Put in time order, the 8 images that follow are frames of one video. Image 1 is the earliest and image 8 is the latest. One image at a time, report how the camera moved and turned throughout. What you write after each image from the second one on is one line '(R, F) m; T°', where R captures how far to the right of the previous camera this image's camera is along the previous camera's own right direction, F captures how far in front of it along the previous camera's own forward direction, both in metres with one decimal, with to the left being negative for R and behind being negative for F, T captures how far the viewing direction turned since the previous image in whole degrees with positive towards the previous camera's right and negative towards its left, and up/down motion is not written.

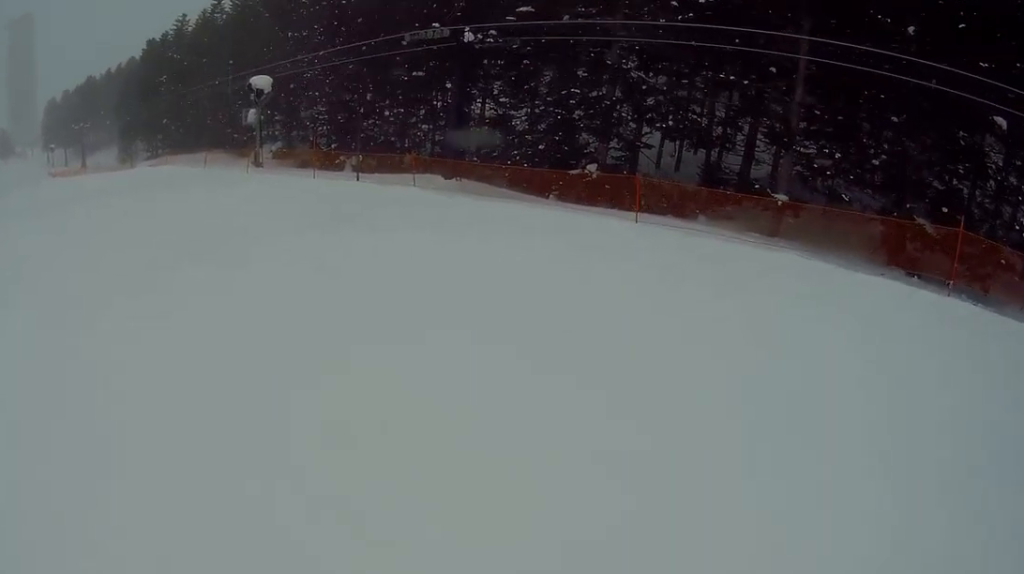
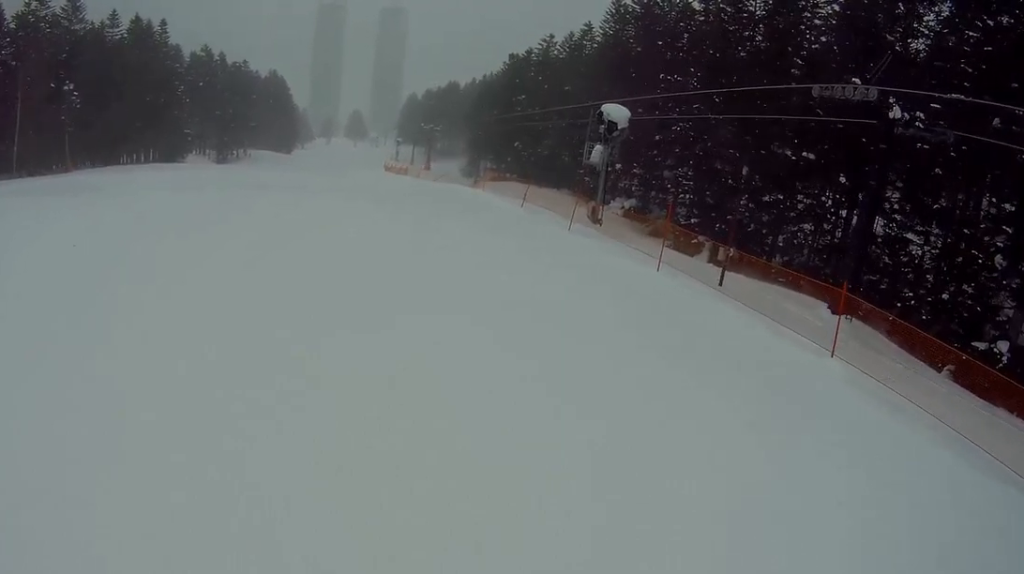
(-1.3, +9.3) m; -11°
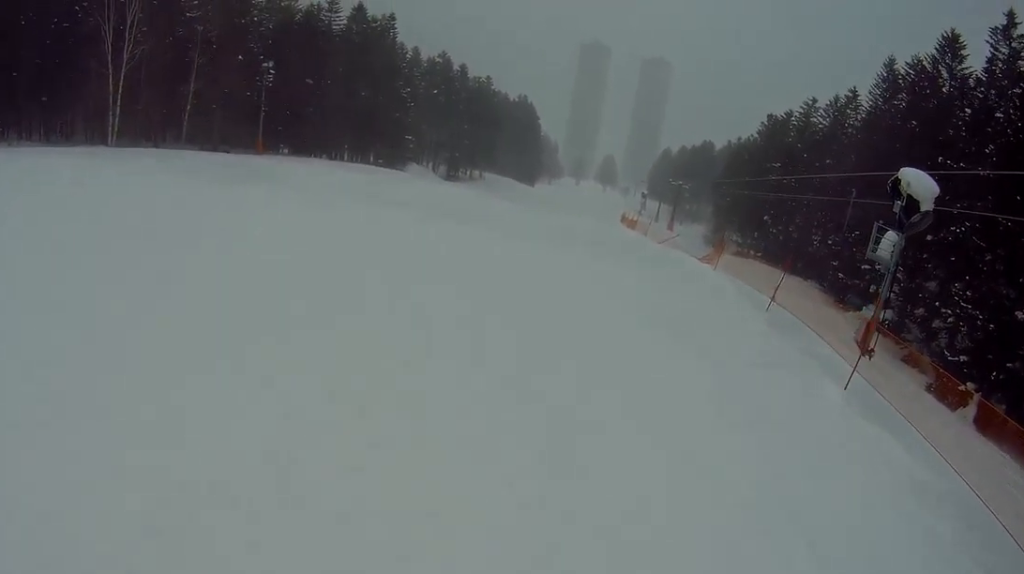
(-0.9, +9.7) m; -26°
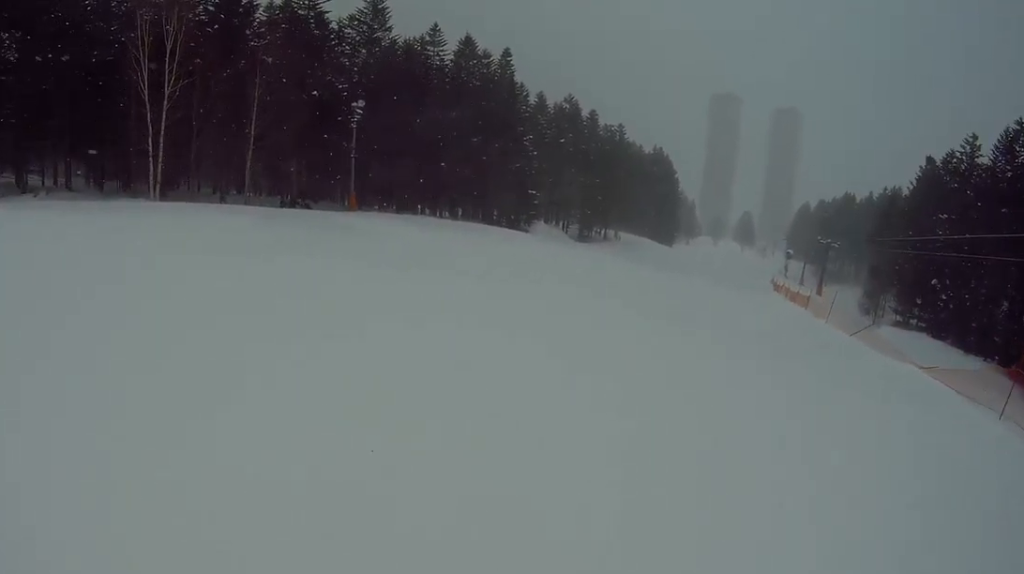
(-4.8, +10.6) m; -26°
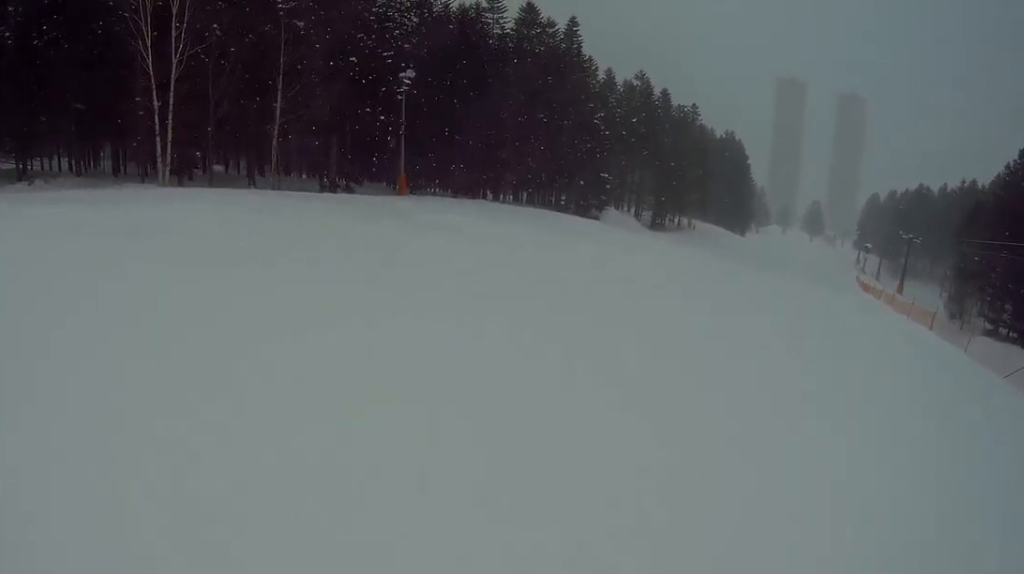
(+0.4, +7.9) m; -1°
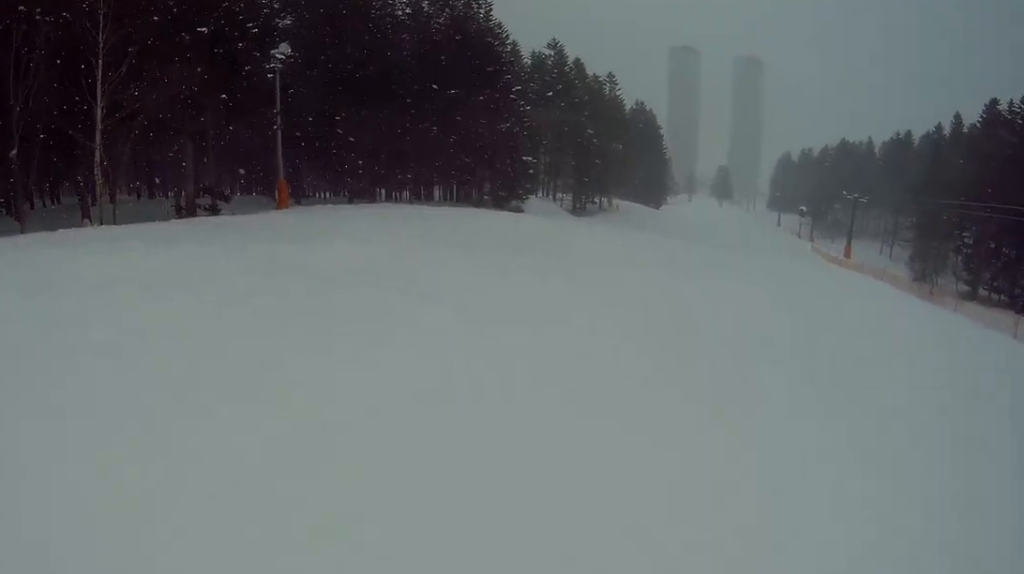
(-1.0, +13.5) m; 0°
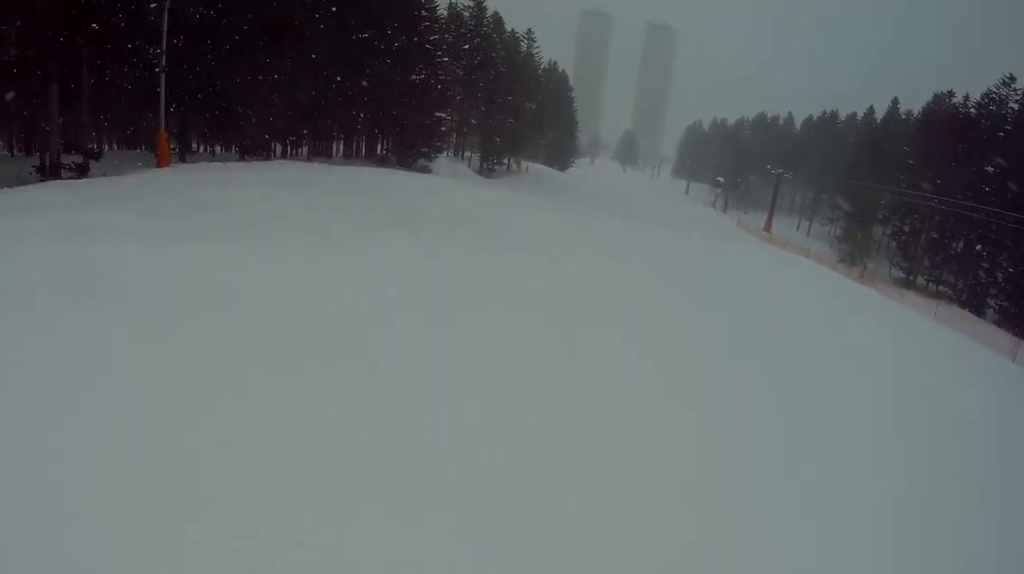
(+1.0, +6.0) m; +14°
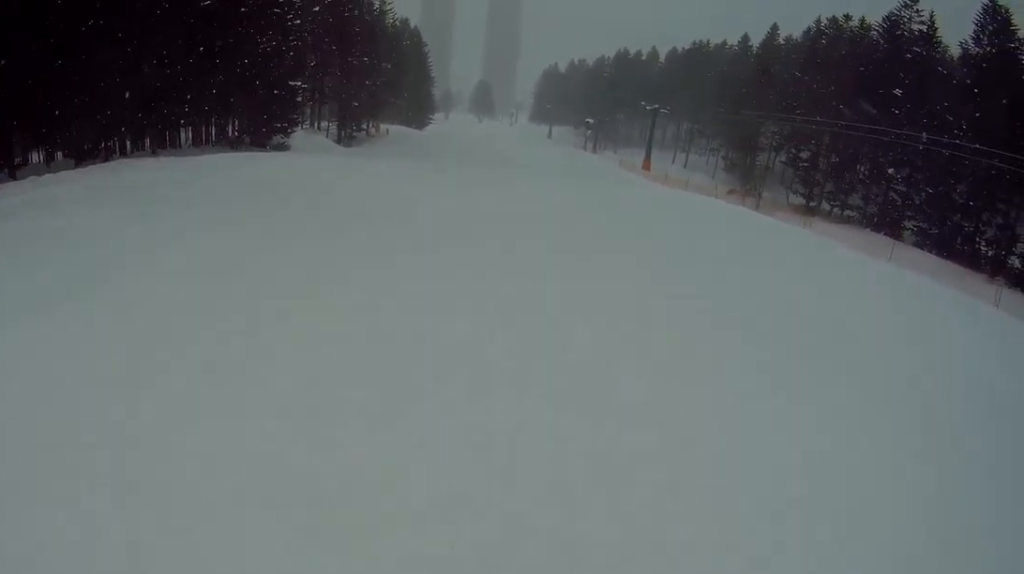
(+0.4, +5.3) m; +12°
